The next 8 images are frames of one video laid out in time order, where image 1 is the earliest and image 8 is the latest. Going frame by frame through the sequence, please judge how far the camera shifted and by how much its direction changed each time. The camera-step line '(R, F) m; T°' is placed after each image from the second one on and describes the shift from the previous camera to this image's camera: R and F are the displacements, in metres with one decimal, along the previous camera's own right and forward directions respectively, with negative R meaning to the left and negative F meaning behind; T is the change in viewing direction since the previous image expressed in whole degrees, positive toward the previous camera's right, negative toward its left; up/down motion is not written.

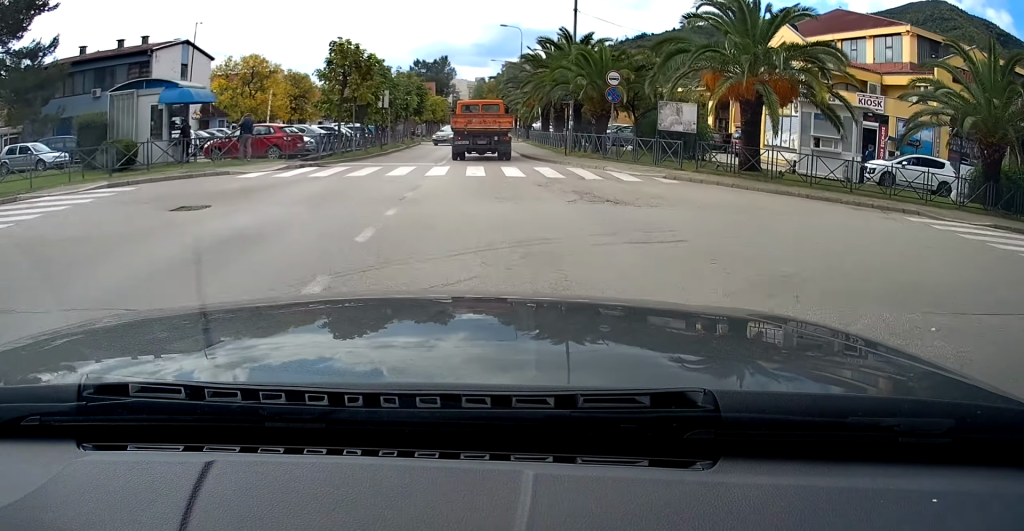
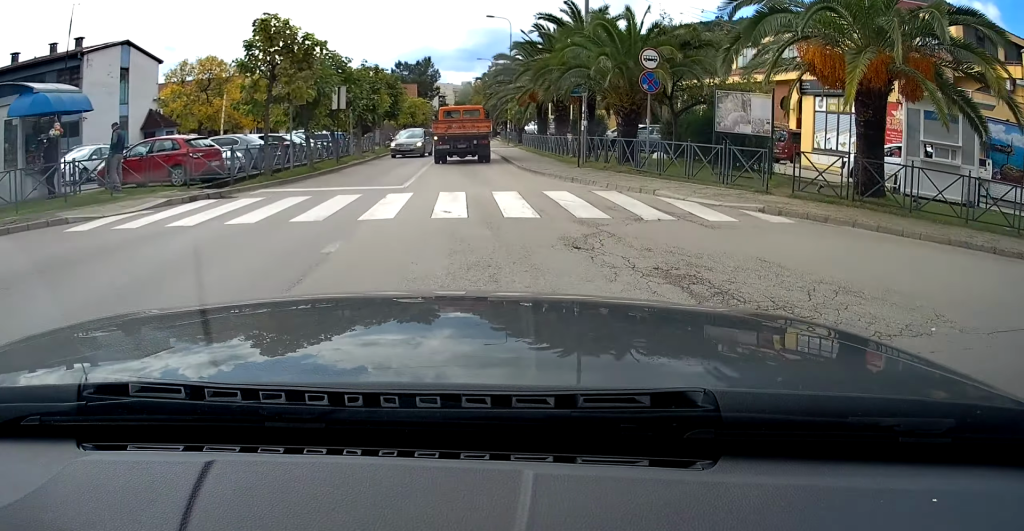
(+0.2, +8.5) m; +1°
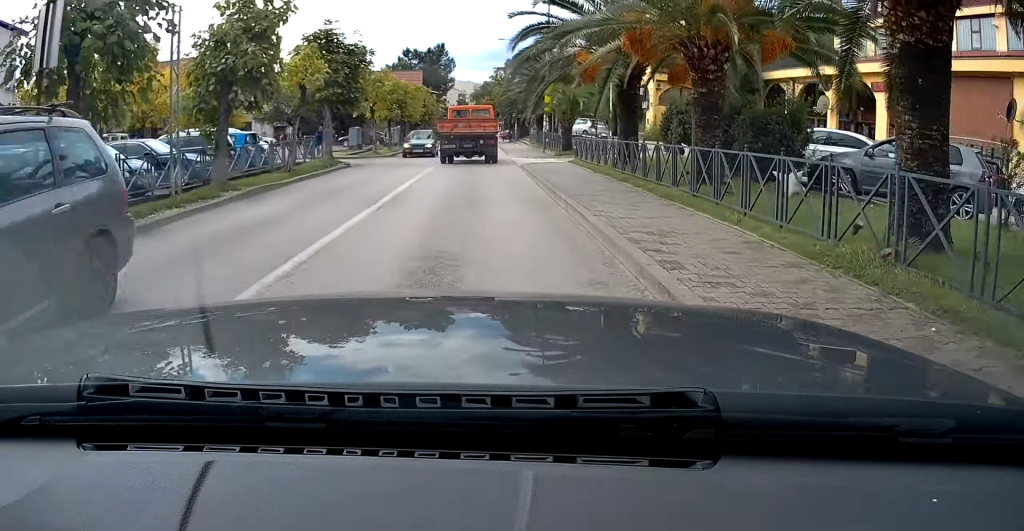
(+0.1, +18.5) m; 0°
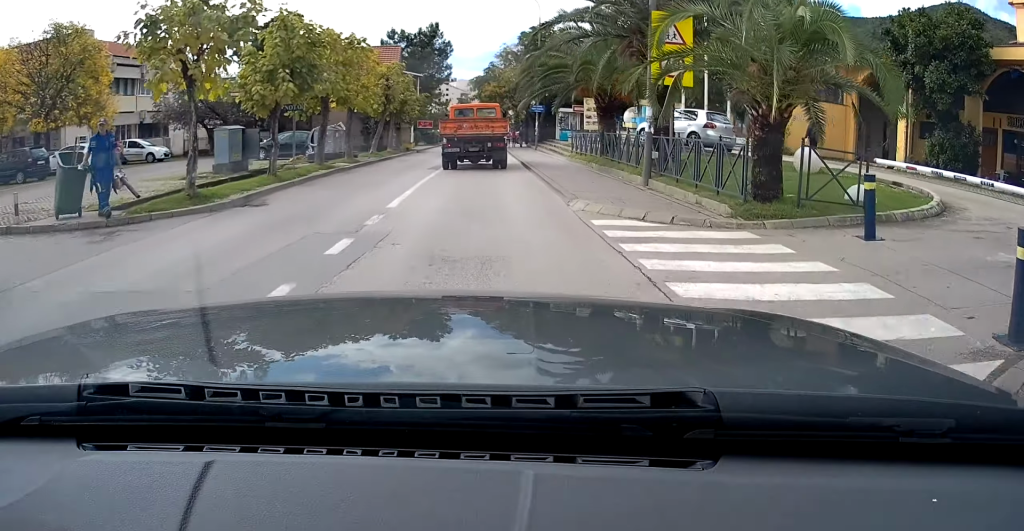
(0.0, +20.7) m; 0°
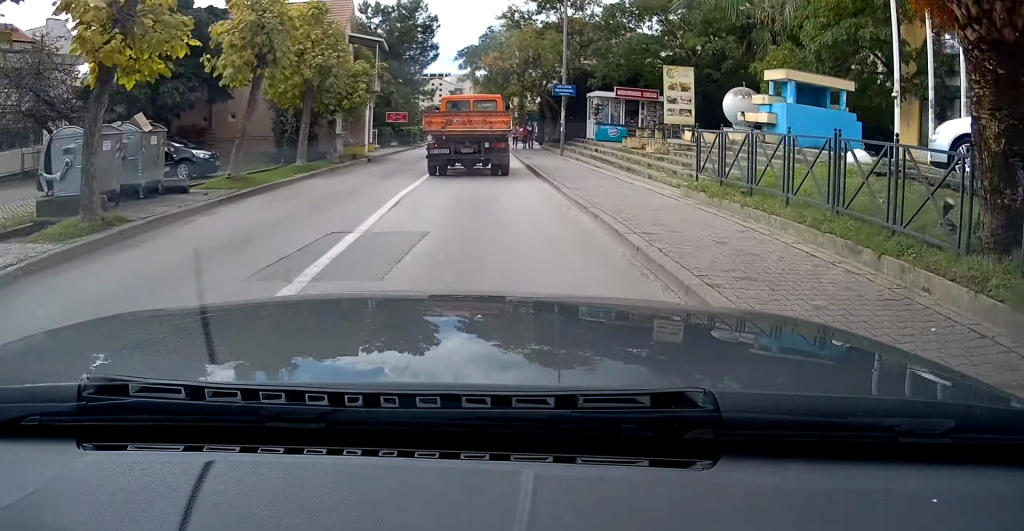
(-0.1, +15.7) m; -1°
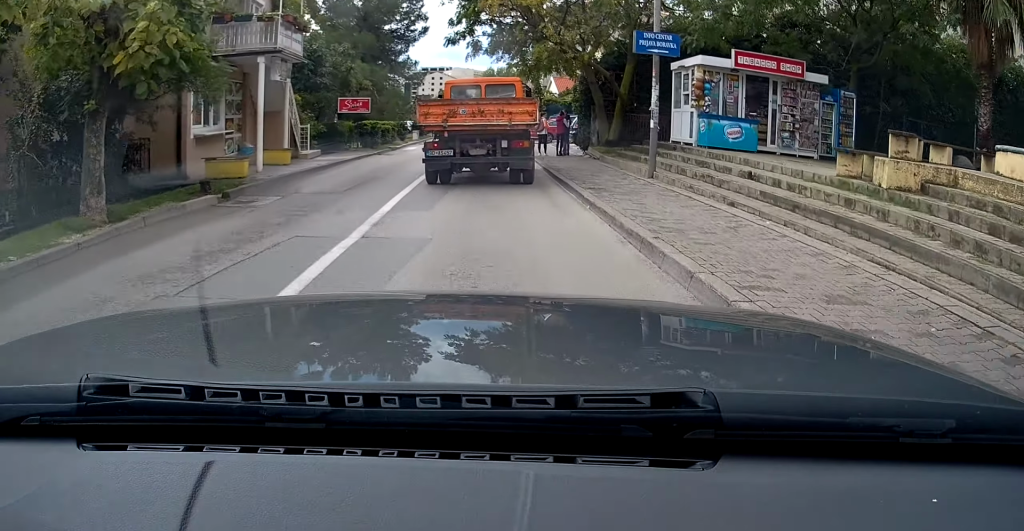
(0.0, +15.1) m; +1°
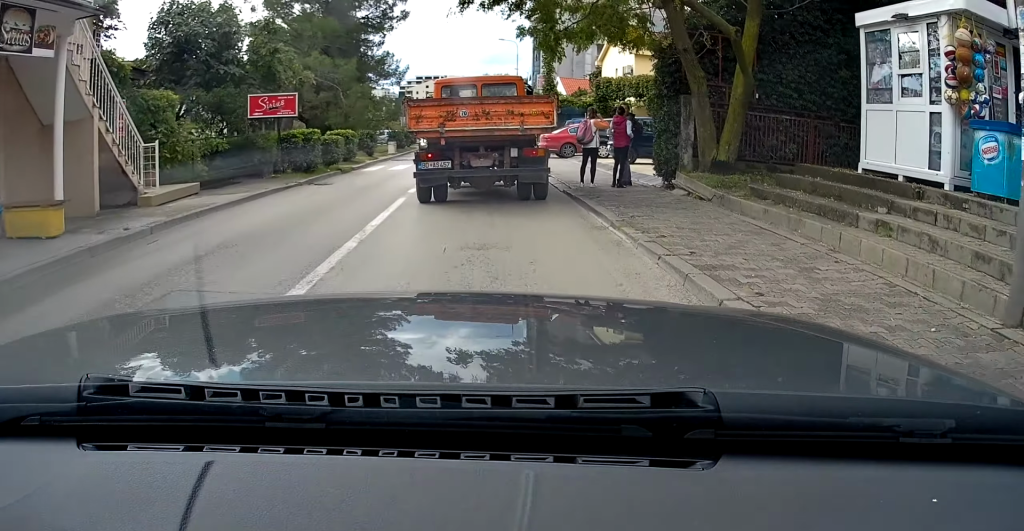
(+0.3, +11.5) m; +2°
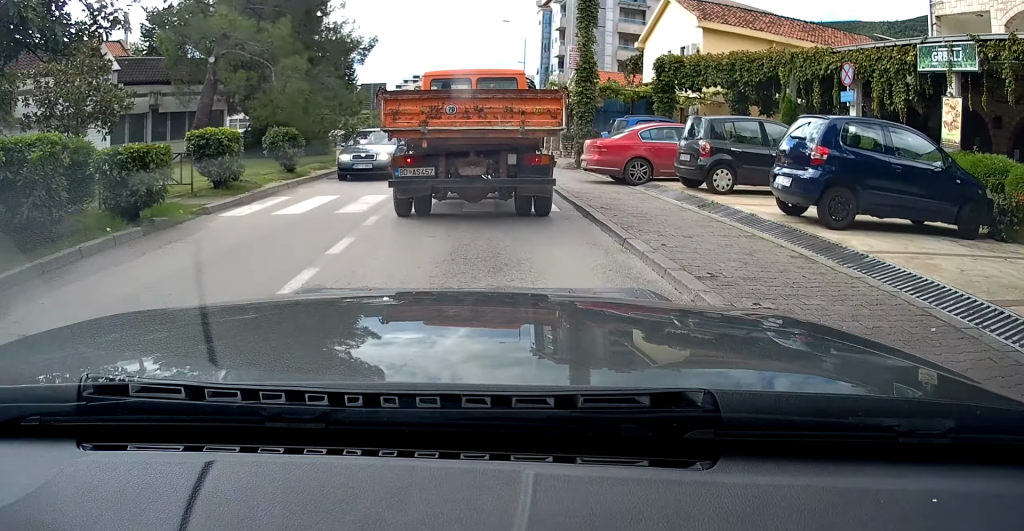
(-0.1, +13.3) m; 0°
